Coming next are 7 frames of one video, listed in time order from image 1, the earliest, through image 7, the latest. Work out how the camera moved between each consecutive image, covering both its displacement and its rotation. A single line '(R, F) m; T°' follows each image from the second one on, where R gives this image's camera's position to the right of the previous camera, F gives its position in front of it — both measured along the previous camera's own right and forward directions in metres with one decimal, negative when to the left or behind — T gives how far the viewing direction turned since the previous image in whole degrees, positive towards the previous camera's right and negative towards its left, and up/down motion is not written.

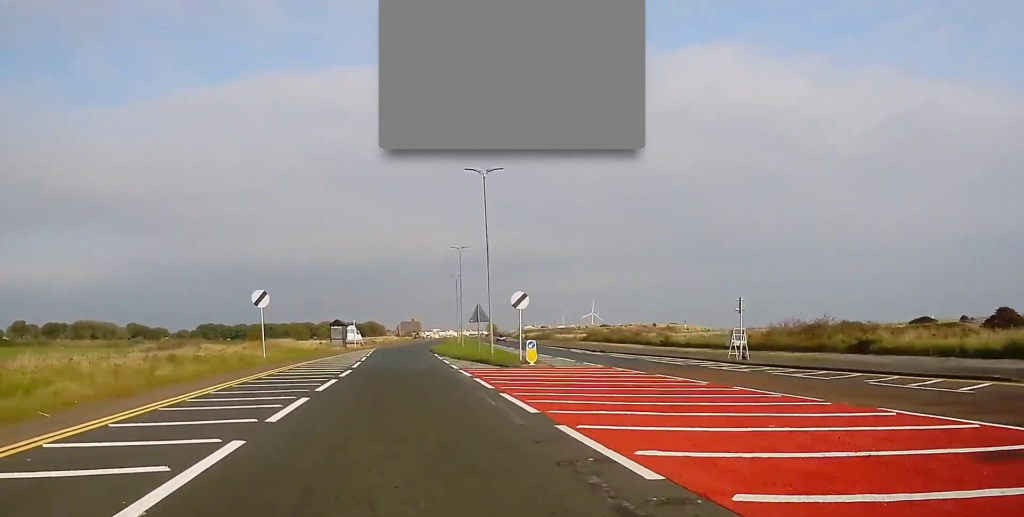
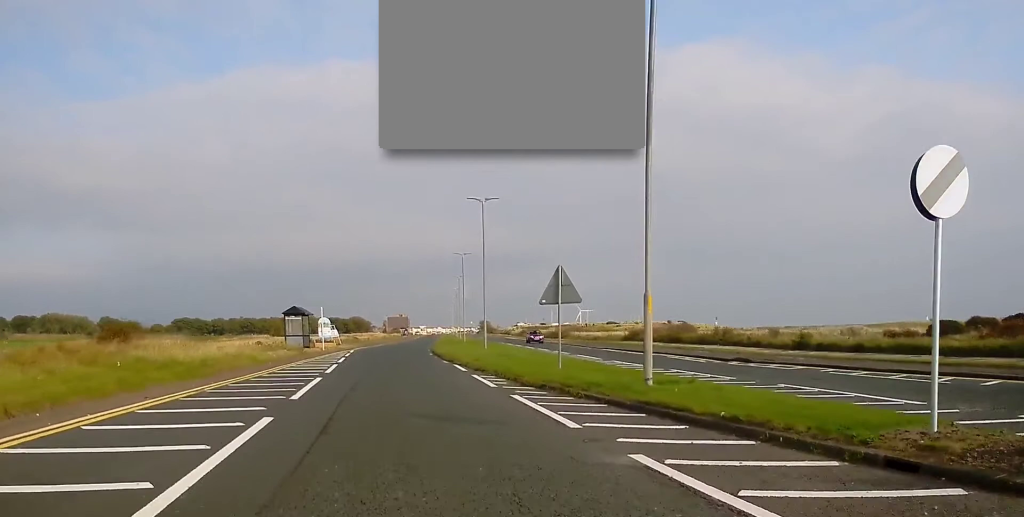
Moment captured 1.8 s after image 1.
(+0.3, +27.0) m; +1°
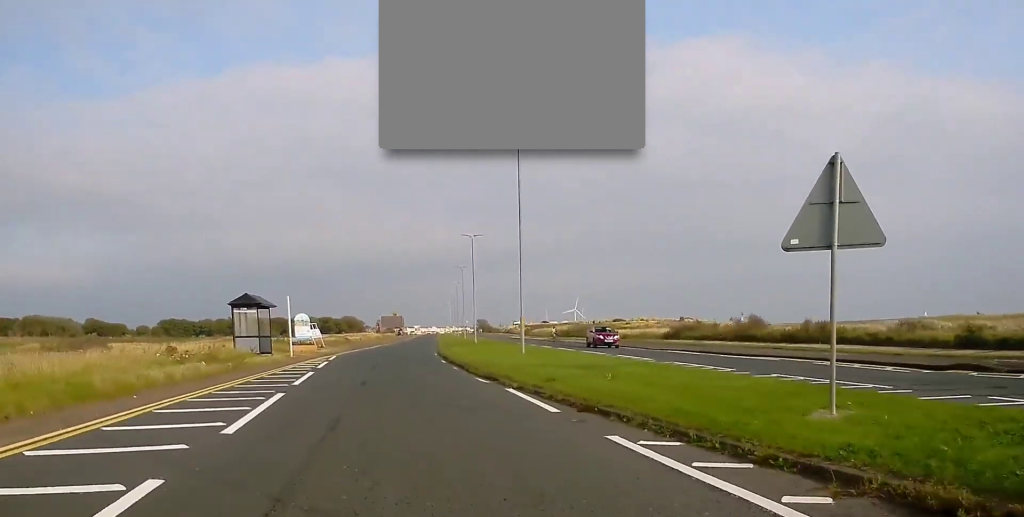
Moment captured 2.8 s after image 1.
(+0.1, +15.8) m; 0°
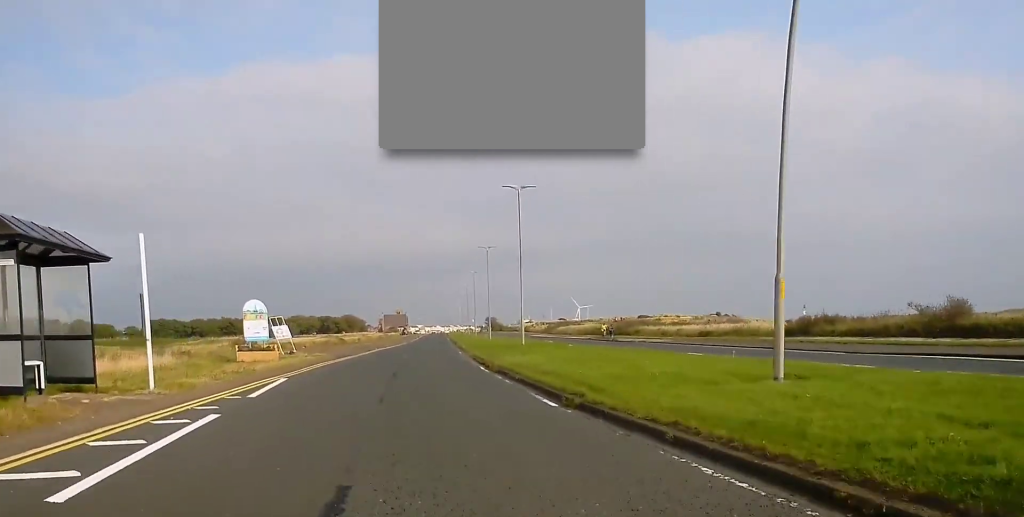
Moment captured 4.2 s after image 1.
(-0.1, +23.6) m; 0°
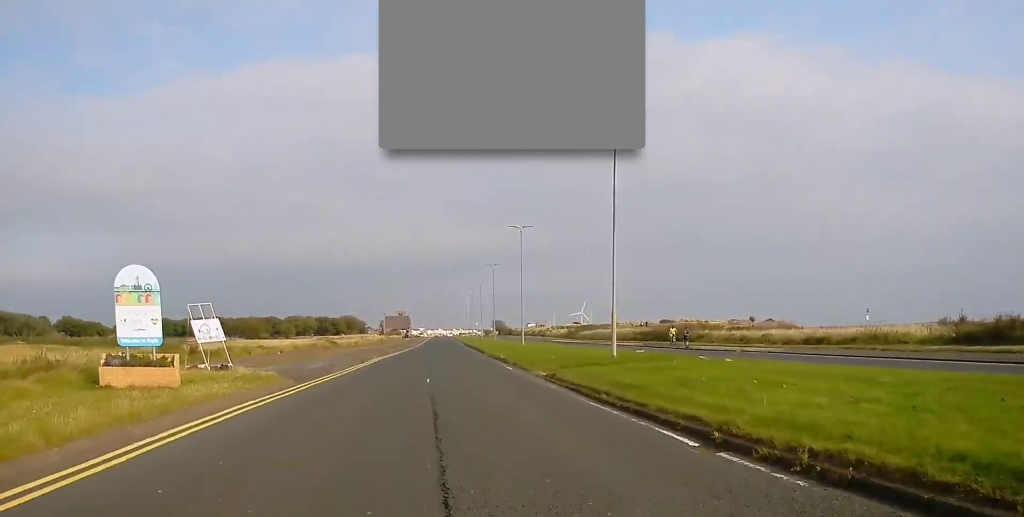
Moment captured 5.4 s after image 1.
(+0.1, +19.2) m; 0°
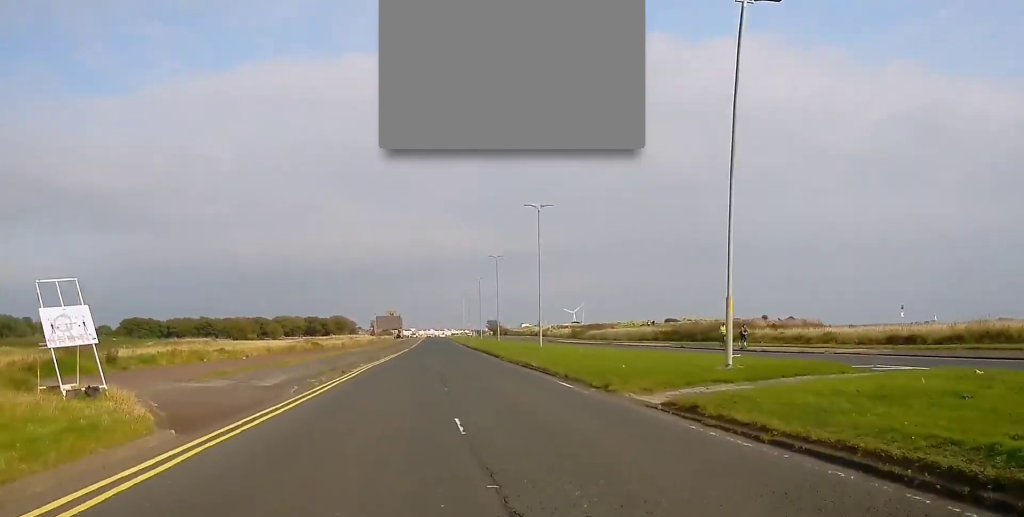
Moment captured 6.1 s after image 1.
(0.0, +10.9) m; 0°
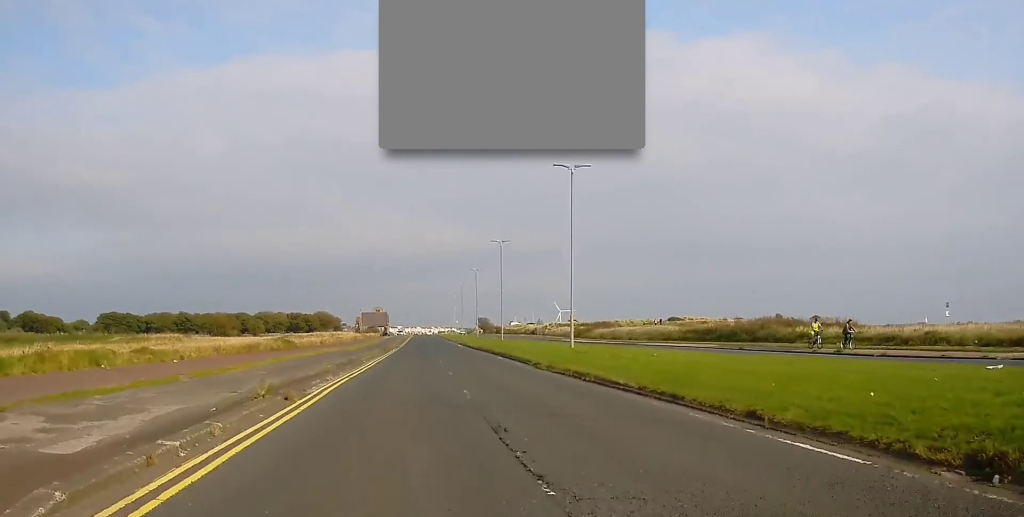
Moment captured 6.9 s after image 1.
(-0.1, +13.0) m; +1°
